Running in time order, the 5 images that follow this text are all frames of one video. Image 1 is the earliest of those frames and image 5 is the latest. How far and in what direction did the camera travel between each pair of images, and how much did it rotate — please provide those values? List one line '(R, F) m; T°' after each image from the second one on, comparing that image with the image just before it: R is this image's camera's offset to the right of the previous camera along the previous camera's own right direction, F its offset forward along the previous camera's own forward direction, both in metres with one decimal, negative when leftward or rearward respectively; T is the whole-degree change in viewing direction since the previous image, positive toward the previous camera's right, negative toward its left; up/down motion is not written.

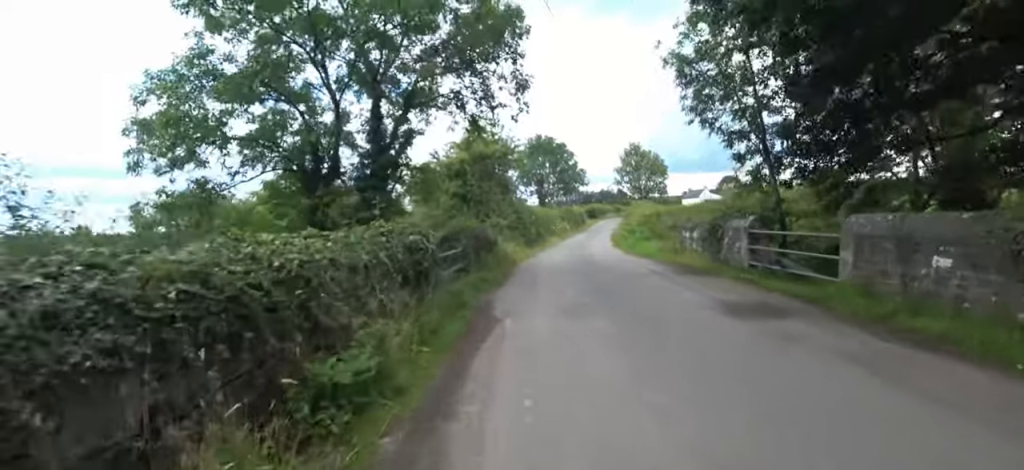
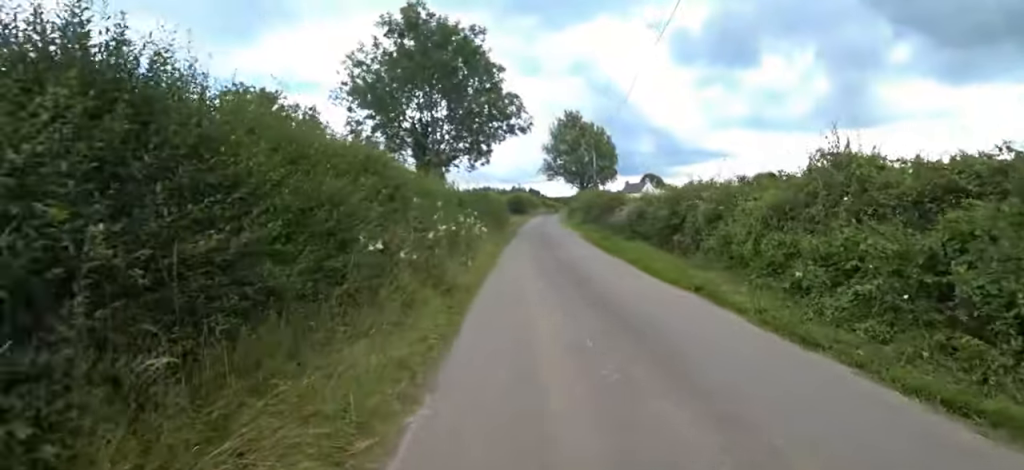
(+8.1, +25.9) m; +12°
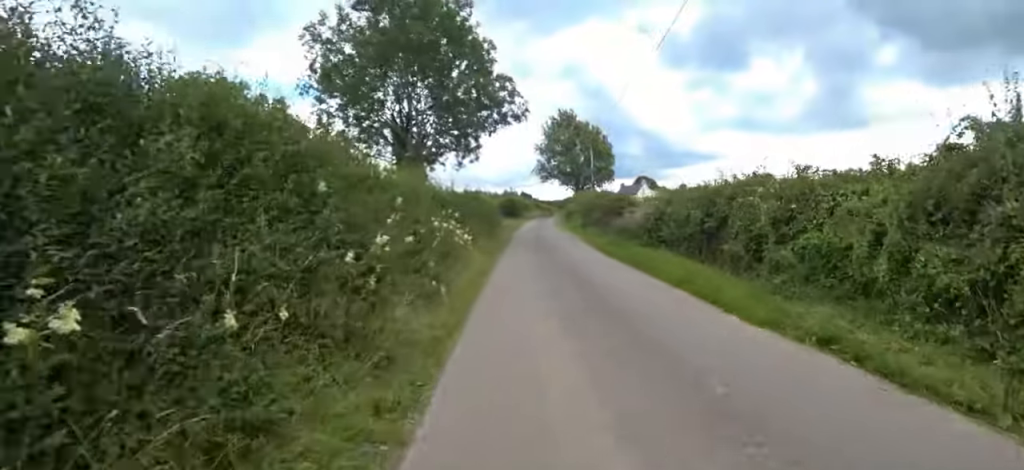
(0.0, +3.1) m; +4°
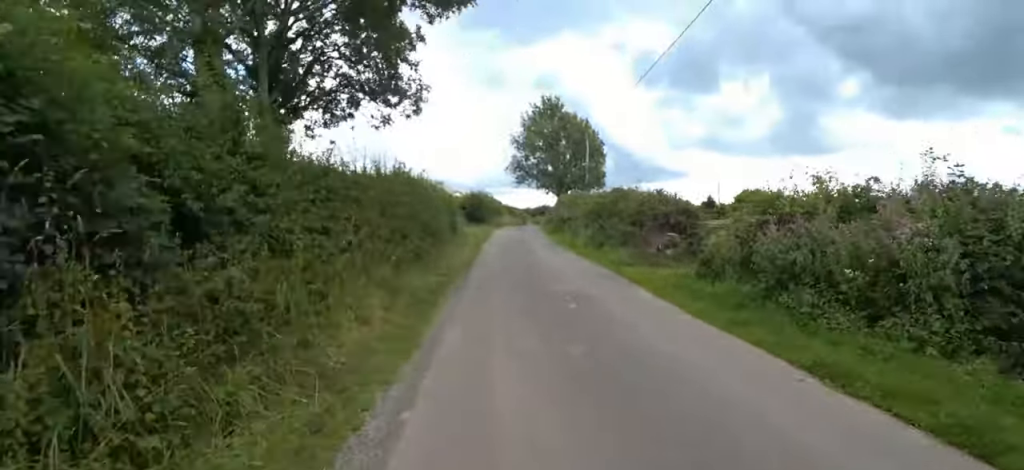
(+1.8, +11.1) m; +8°
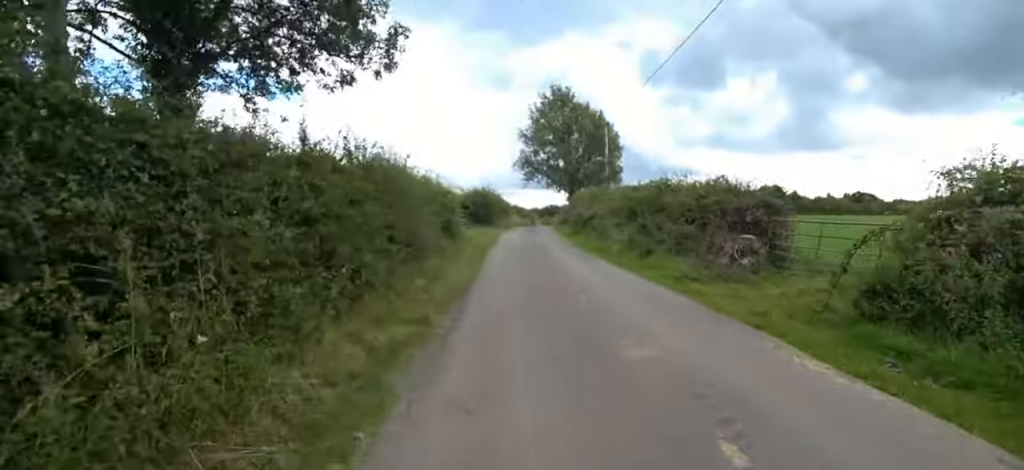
(-0.7, +3.9) m; +2°
